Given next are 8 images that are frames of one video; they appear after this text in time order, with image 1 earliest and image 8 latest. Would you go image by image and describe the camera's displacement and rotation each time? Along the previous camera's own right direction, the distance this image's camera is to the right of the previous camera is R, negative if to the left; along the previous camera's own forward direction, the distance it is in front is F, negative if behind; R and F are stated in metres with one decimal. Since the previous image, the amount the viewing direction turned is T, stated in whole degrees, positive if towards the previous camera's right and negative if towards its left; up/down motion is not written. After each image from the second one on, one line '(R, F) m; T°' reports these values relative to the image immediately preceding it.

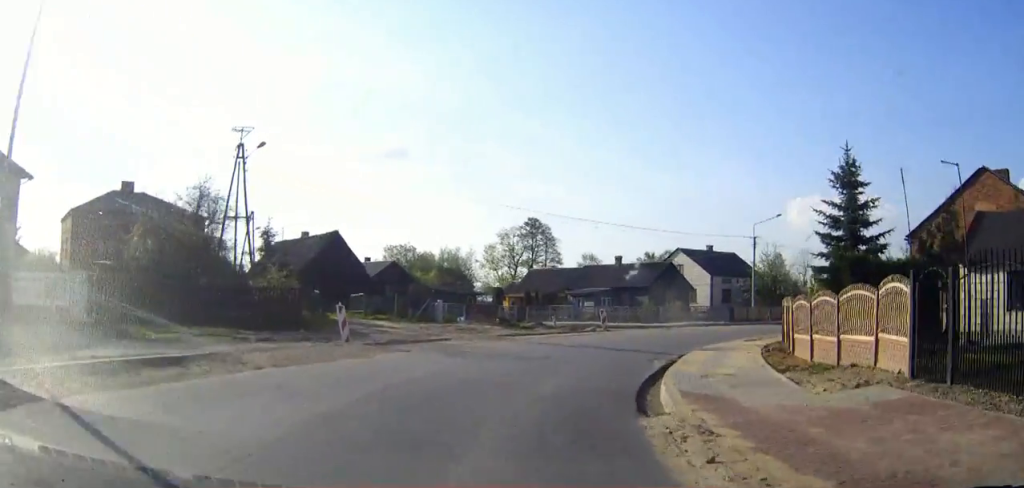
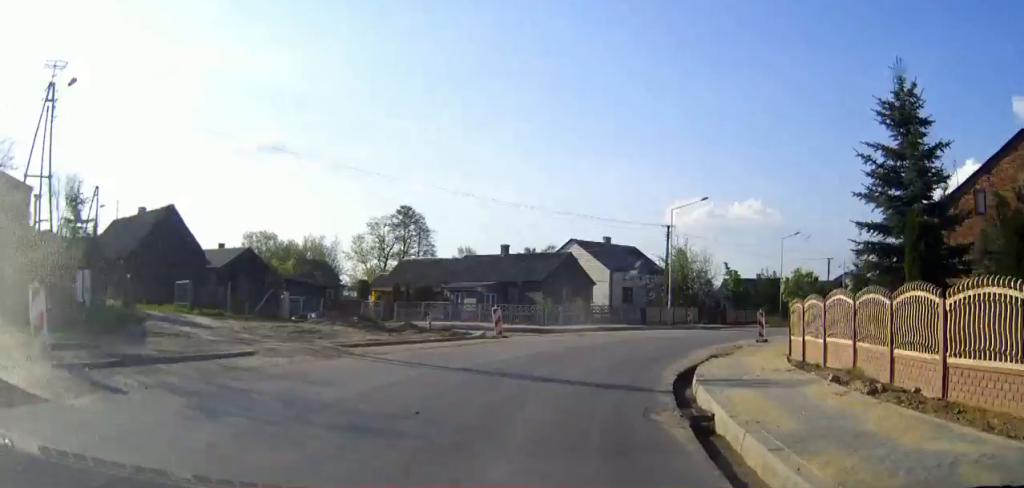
(+0.6, +10.6) m; +8°
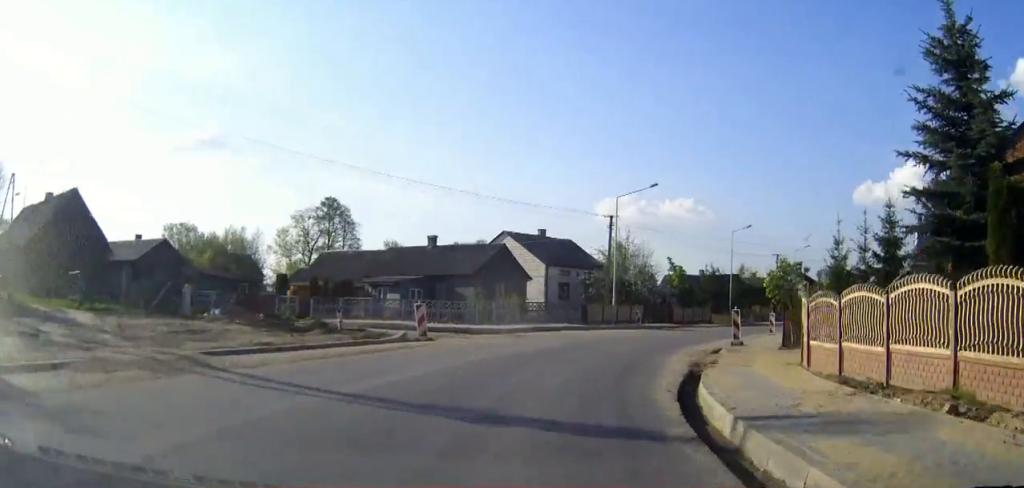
(-0.1, +4.9) m; +4°
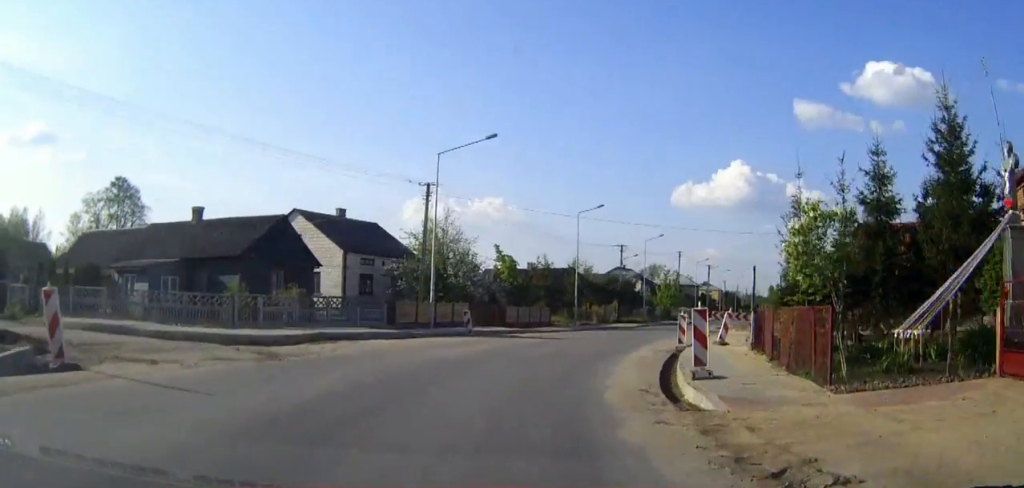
(+1.6, +13.0) m; +14°
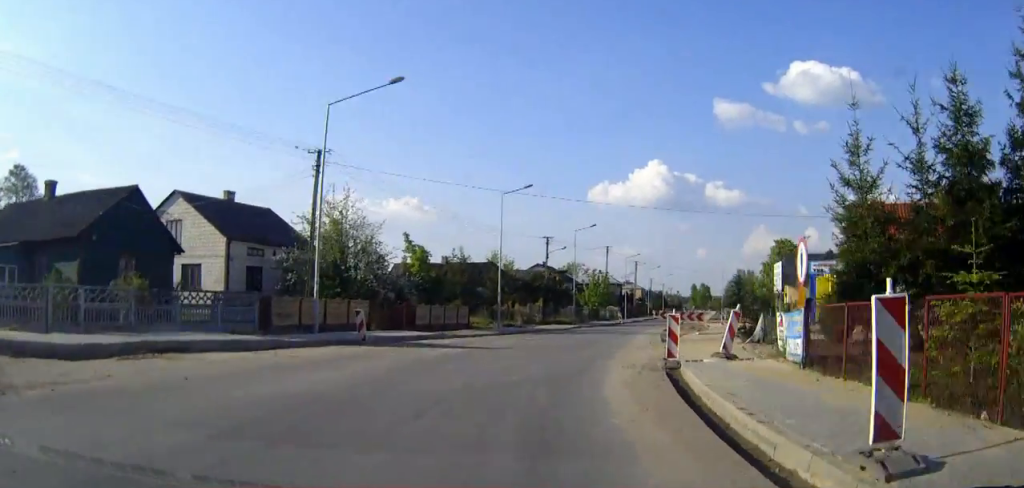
(+0.7, +8.2) m; +8°
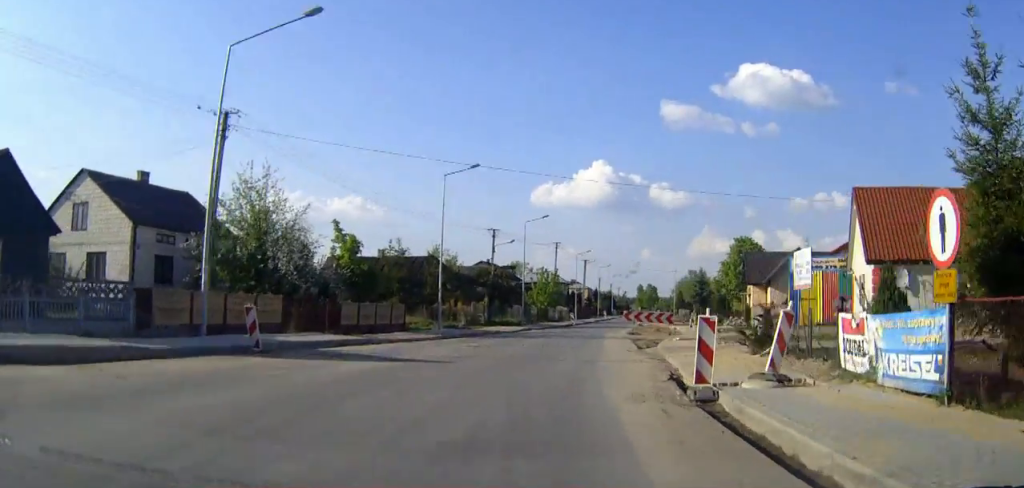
(+0.4, +6.1) m; +5°
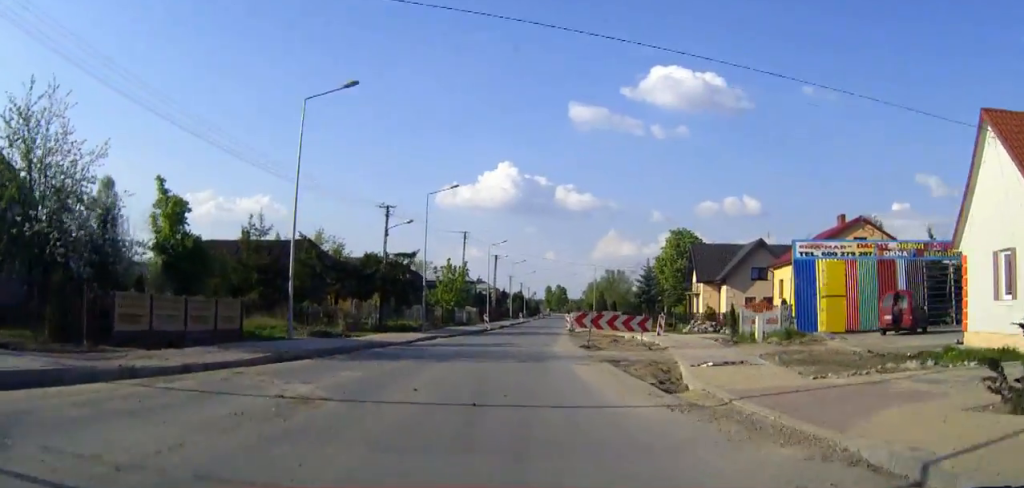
(+1.2, +14.4) m; +8°
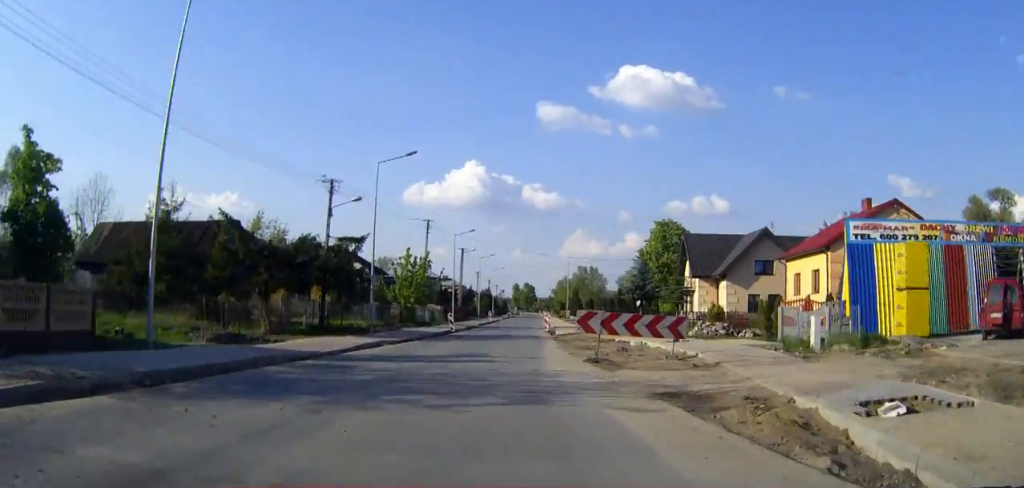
(+0.3, +8.8) m; +3°
